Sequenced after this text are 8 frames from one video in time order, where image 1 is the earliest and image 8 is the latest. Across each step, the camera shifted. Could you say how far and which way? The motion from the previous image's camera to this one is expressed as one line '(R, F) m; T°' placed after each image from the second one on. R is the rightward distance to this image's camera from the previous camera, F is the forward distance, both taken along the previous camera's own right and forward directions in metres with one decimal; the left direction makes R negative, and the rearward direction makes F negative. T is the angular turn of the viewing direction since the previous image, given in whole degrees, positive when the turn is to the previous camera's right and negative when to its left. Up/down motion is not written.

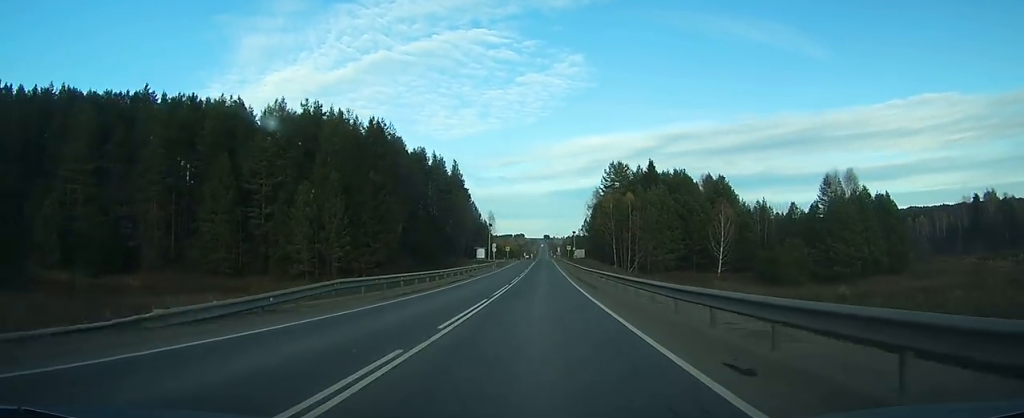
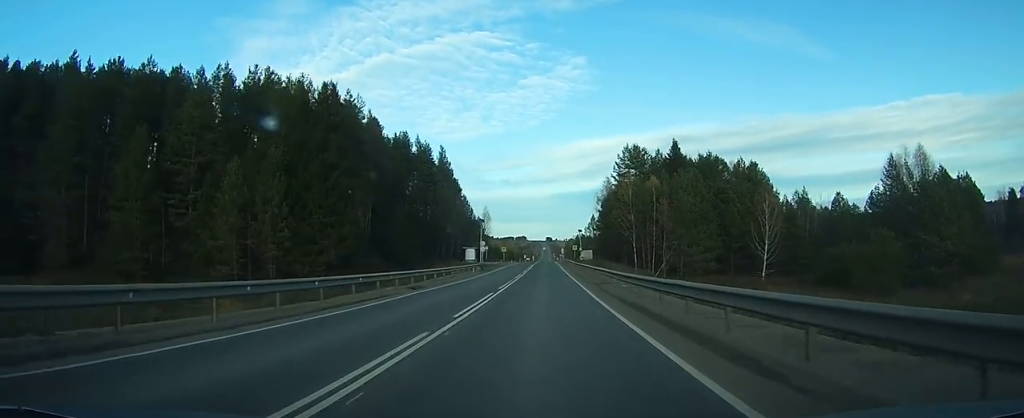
(+0.1, +22.0) m; 0°
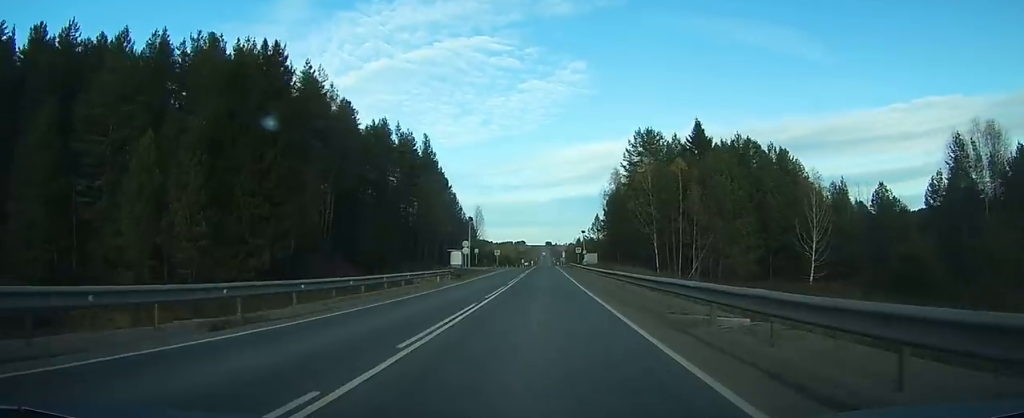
(-0.1, +16.9) m; 0°
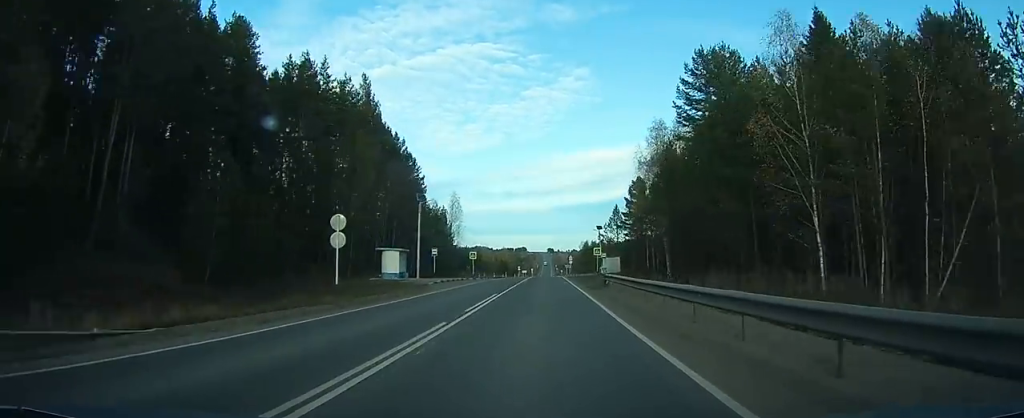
(+0.3, +40.4) m; 0°
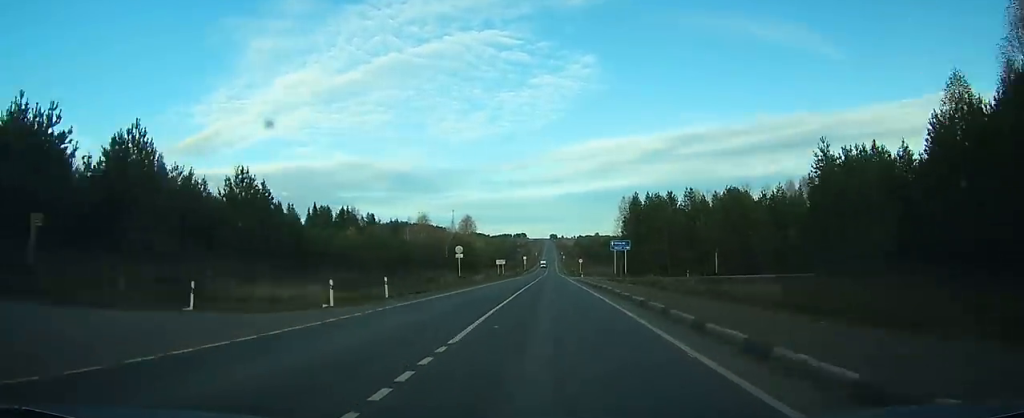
(0.0, +125.1) m; 0°
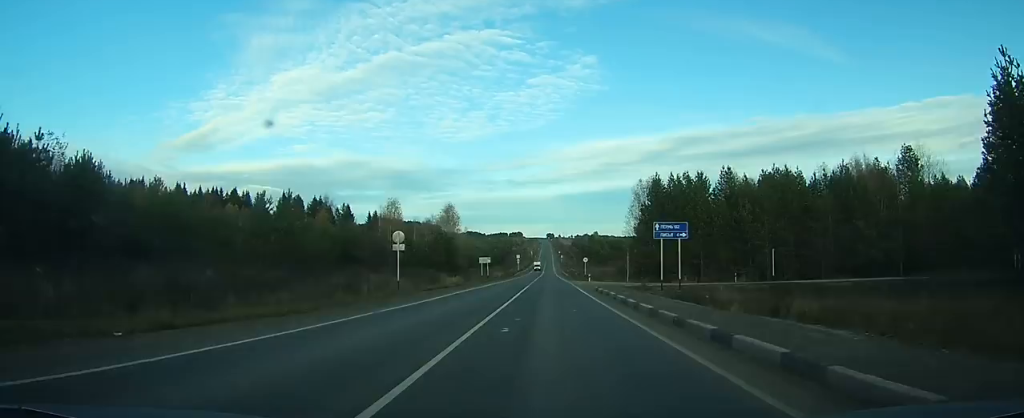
(0.0, +22.1) m; 0°
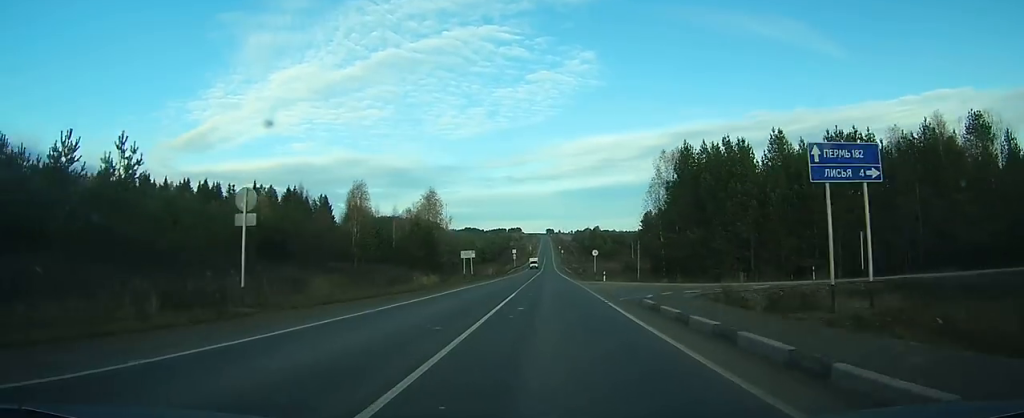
(-0.1, +17.6) m; 0°
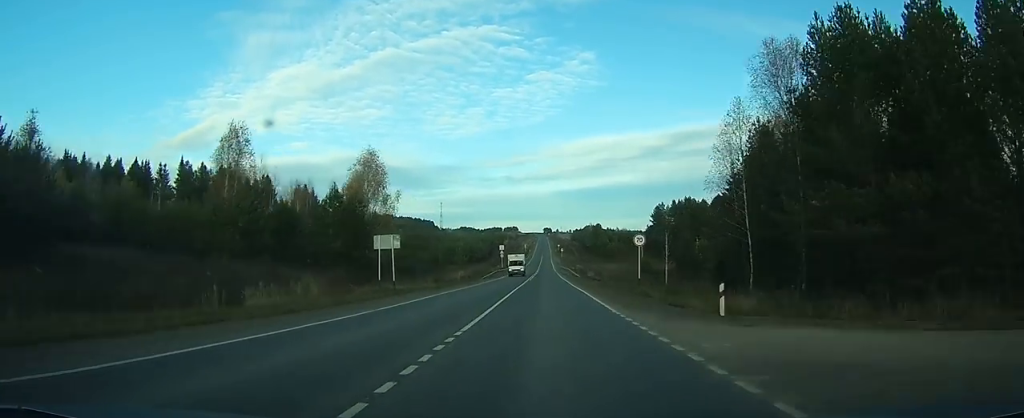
(+0.1, +32.2) m; 0°
